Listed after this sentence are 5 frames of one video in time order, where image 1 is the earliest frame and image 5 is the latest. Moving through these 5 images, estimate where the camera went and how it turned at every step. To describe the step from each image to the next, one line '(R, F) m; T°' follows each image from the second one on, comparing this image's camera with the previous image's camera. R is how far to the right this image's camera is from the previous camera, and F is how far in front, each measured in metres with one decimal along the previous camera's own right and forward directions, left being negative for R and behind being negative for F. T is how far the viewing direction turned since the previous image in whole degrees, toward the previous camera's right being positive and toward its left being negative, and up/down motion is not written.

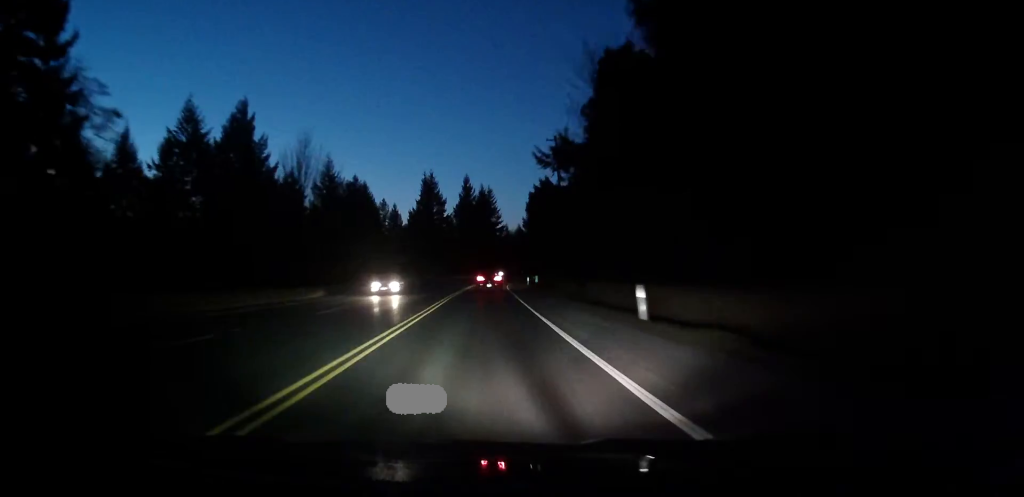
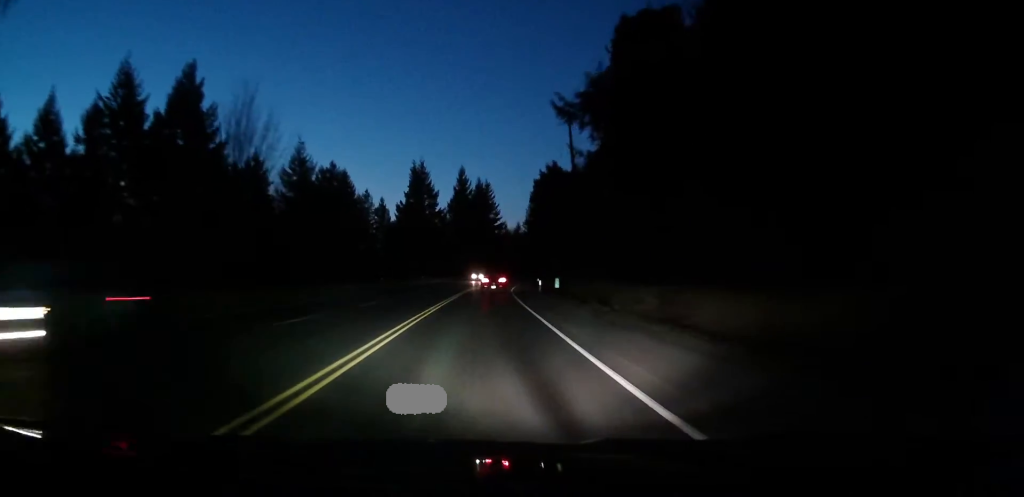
(0.0, +16.8) m; +1°
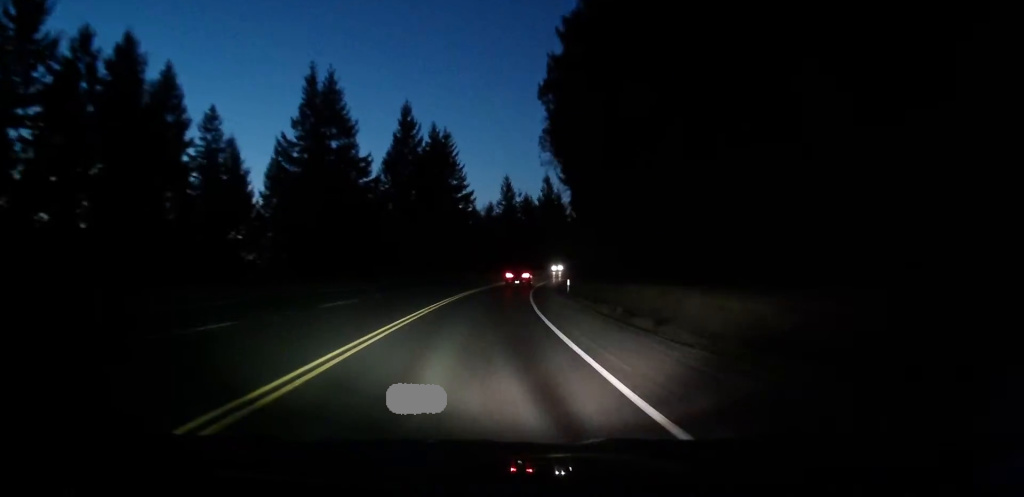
(-0.2, +58.8) m; 0°
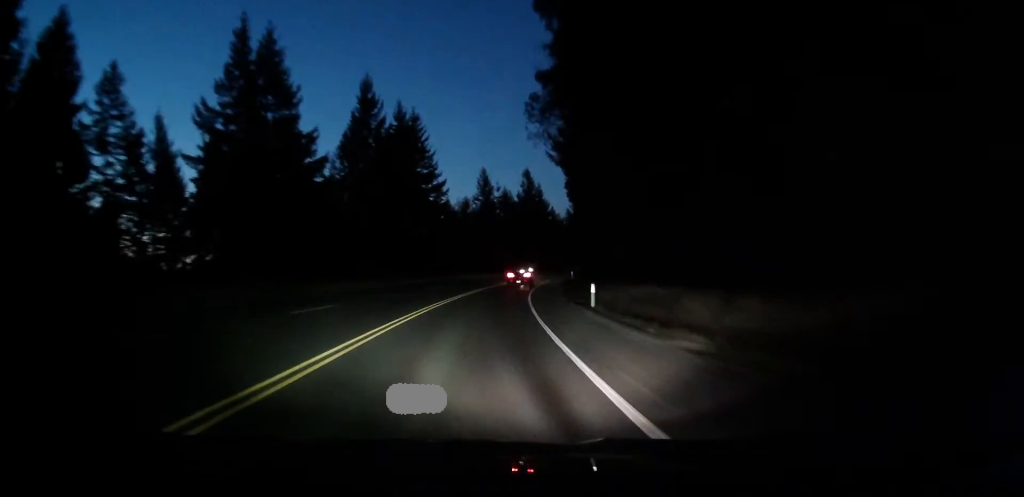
(+0.1, +14.9) m; 0°
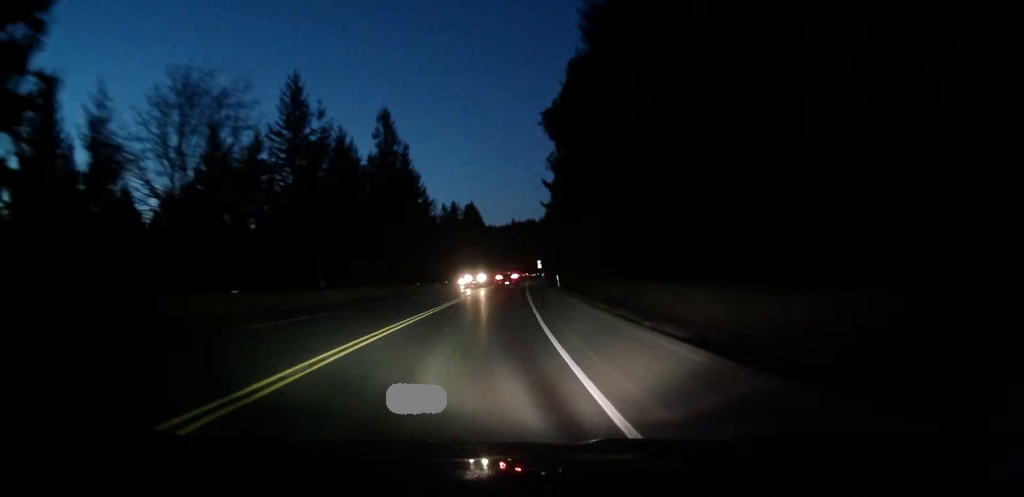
(+3.9, +76.5) m; +7°
